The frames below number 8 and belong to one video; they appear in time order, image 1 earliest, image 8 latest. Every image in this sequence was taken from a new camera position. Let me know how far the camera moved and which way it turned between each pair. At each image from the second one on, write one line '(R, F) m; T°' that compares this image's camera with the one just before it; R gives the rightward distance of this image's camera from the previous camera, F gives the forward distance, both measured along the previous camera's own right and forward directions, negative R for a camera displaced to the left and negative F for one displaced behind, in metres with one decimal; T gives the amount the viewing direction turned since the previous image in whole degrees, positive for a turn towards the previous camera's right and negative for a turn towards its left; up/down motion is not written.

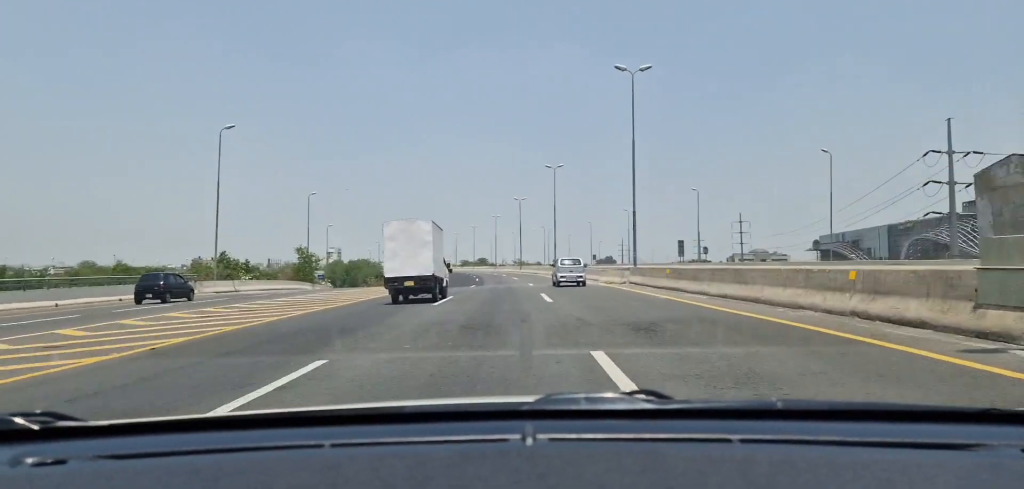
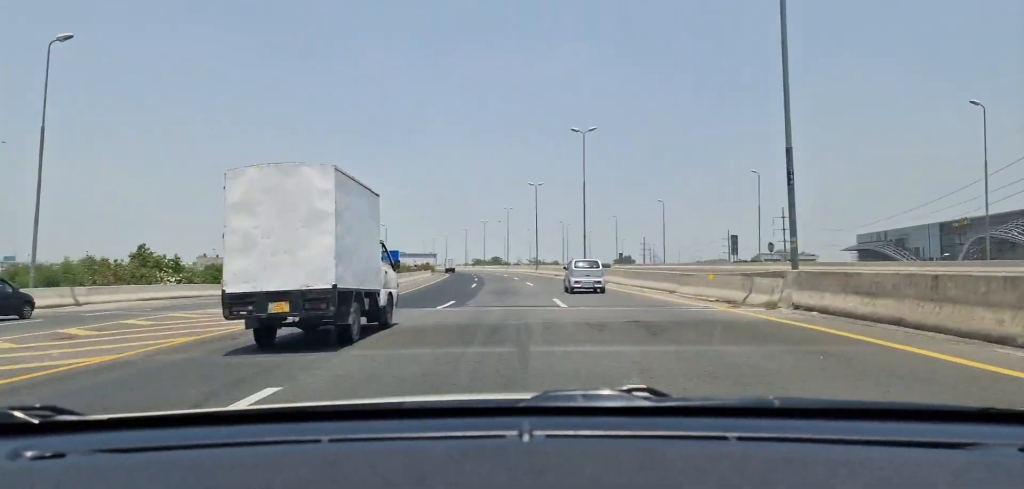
(-0.5, +21.2) m; -1°
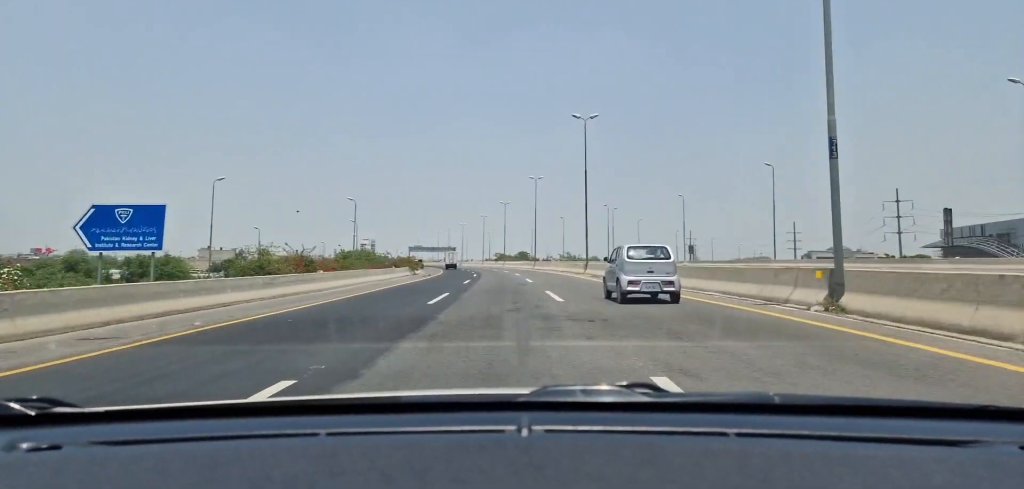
(-0.8, +41.1) m; -2°
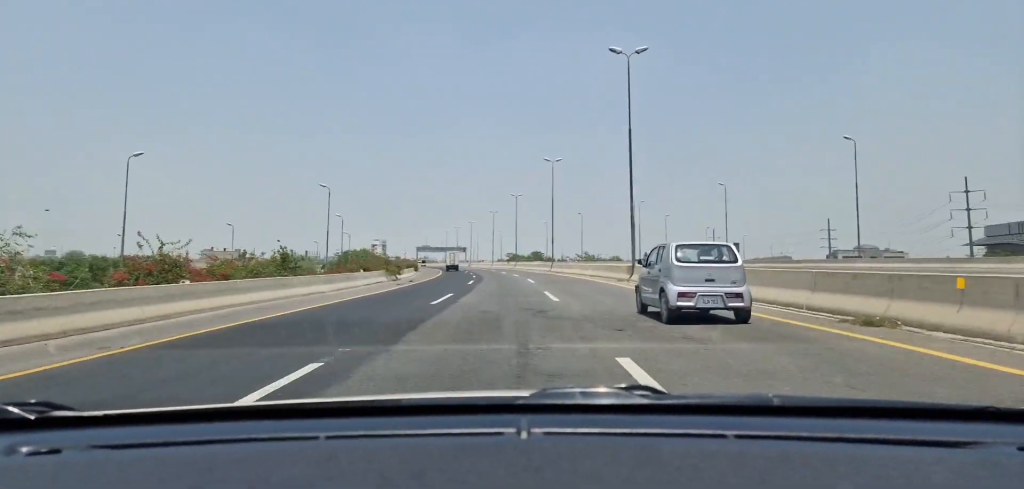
(+0.4, +16.0) m; -1°
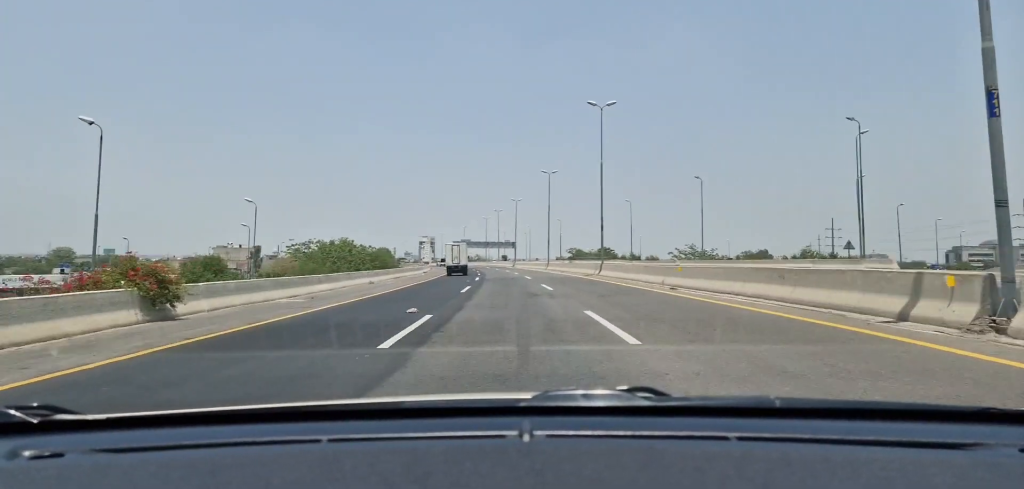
(-3.6, +64.3) m; -5°
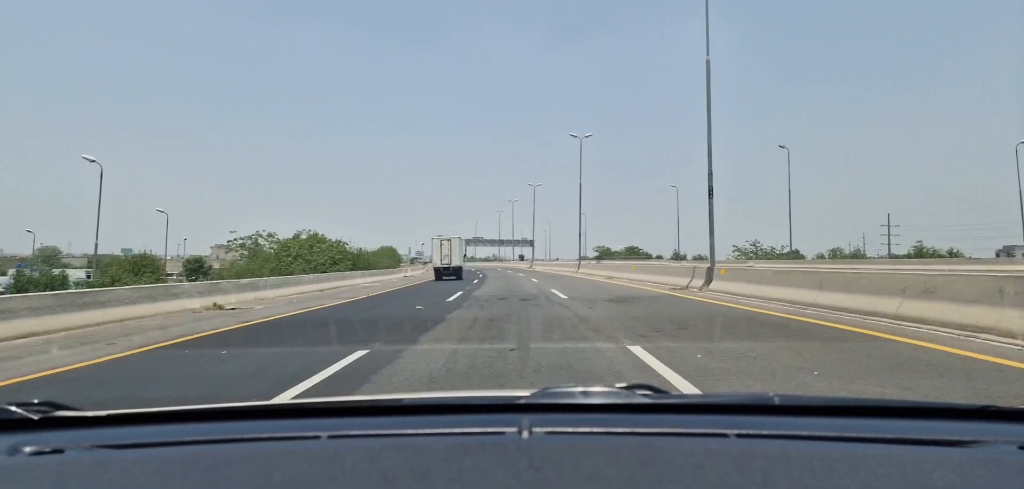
(-0.2, +25.3) m; -1°
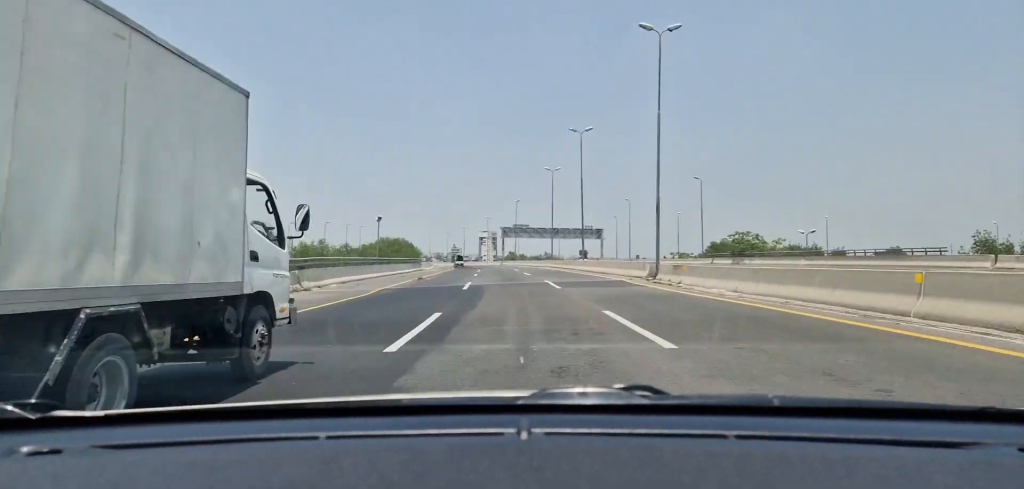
(-2.2, +66.2) m; -4°
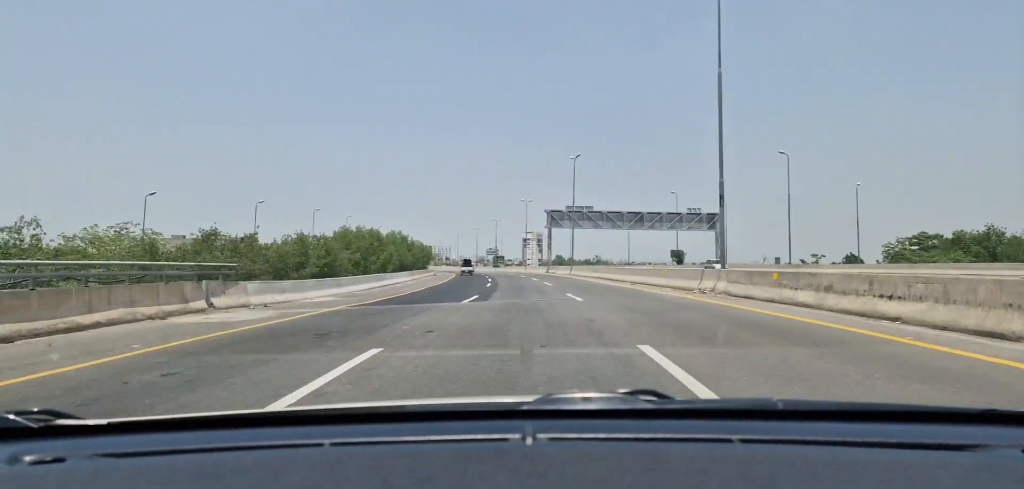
(-1.9, +60.6) m; -4°
